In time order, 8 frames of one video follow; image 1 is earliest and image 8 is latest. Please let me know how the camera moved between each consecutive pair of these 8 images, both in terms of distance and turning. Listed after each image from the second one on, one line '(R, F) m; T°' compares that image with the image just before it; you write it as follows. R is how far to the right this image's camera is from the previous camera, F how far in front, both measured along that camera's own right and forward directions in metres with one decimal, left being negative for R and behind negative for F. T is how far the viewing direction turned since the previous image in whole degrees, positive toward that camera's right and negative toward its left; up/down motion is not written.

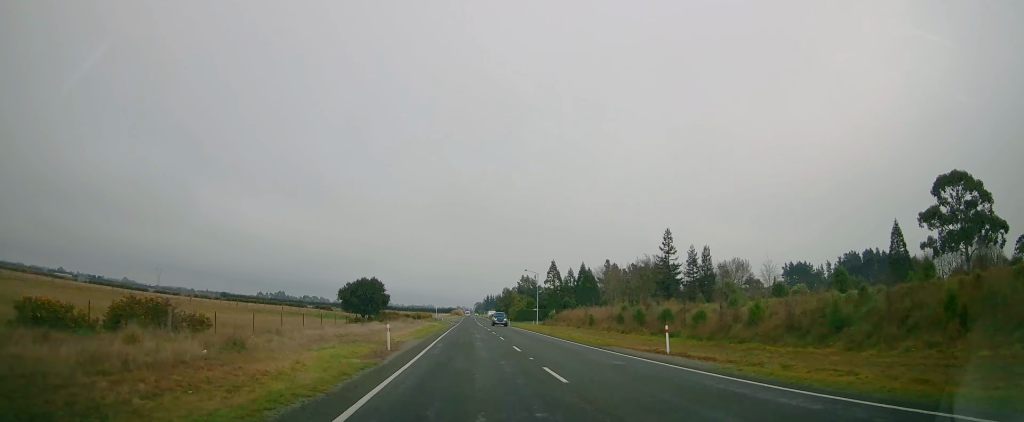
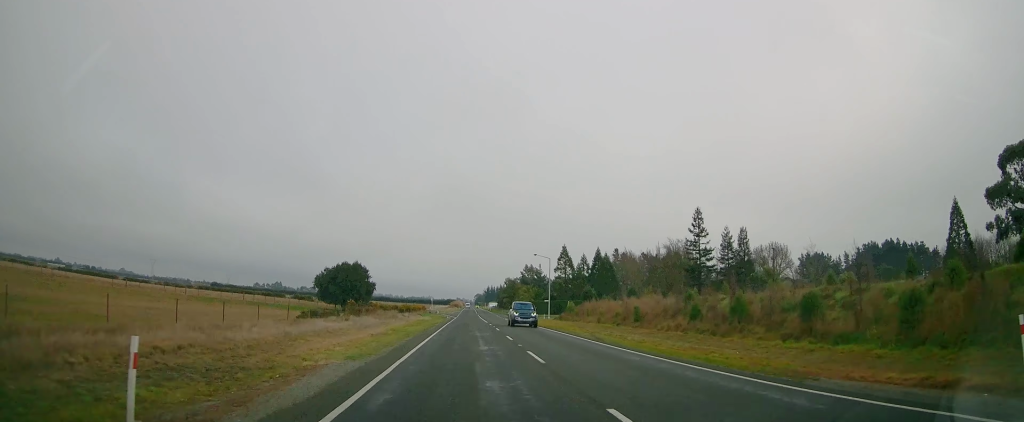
(-0.3, +17.0) m; 0°
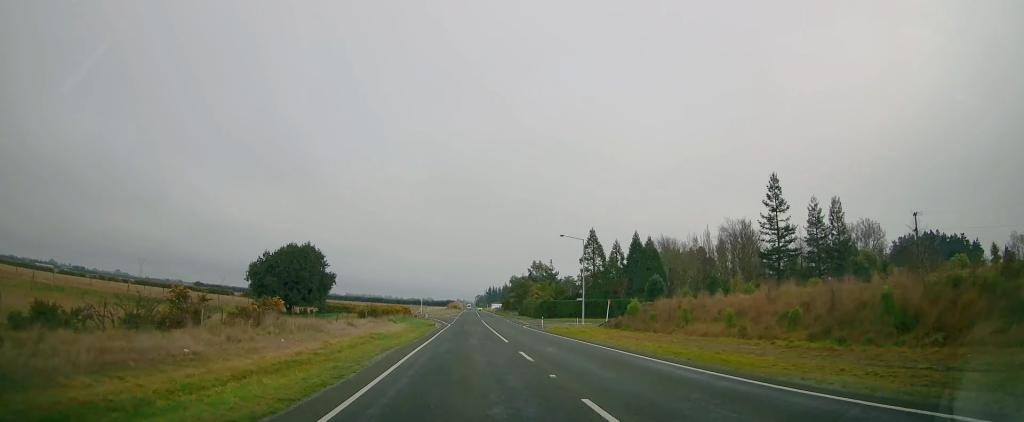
(+0.1, +28.8) m; +1°
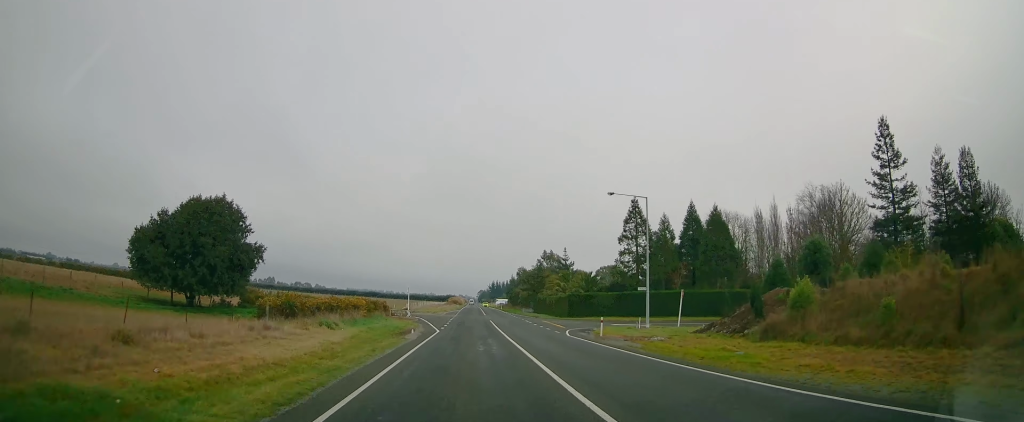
(+0.1, +24.2) m; 0°
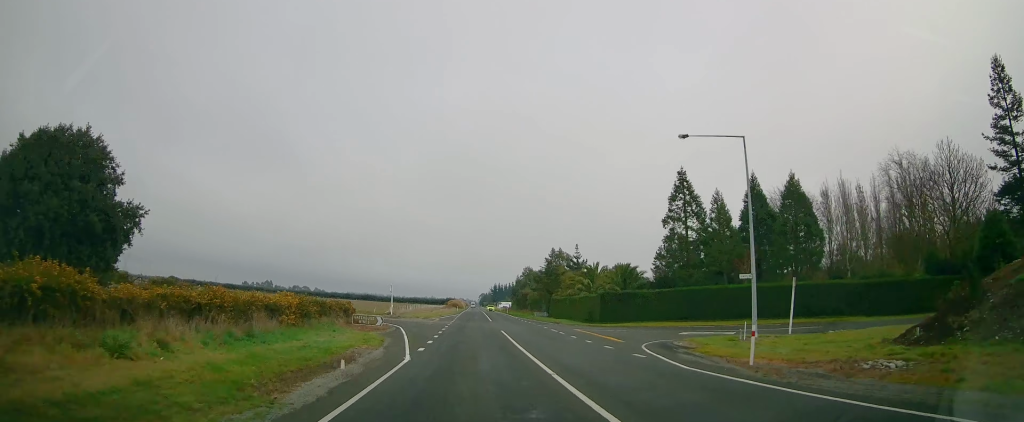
(0.0, +16.9) m; 0°
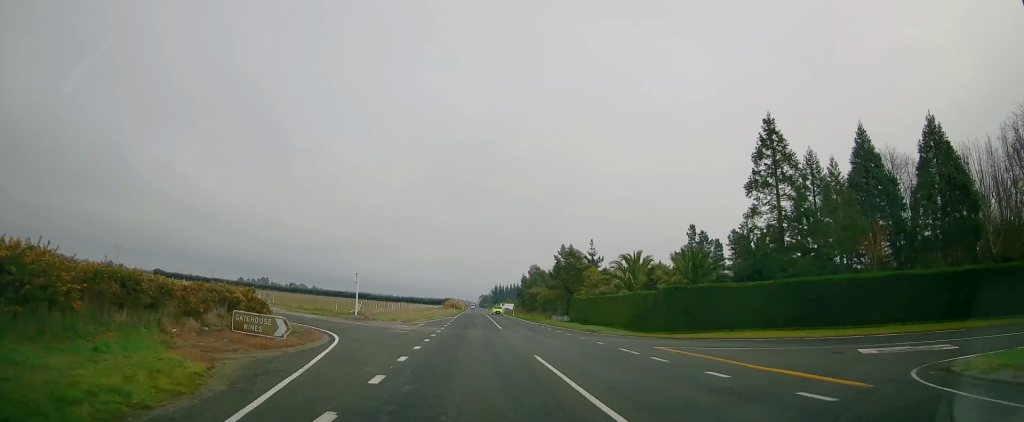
(-0.3, +17.6) m; 0°
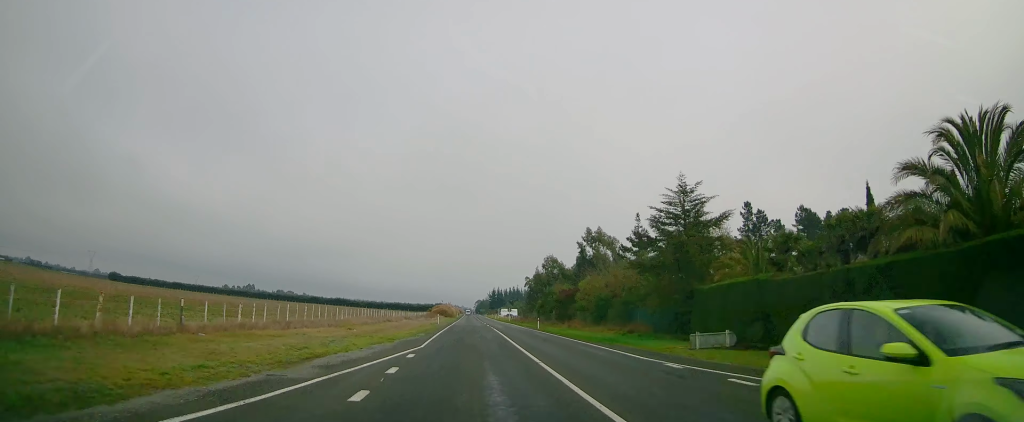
(+0.2, +40.4) m; 0°
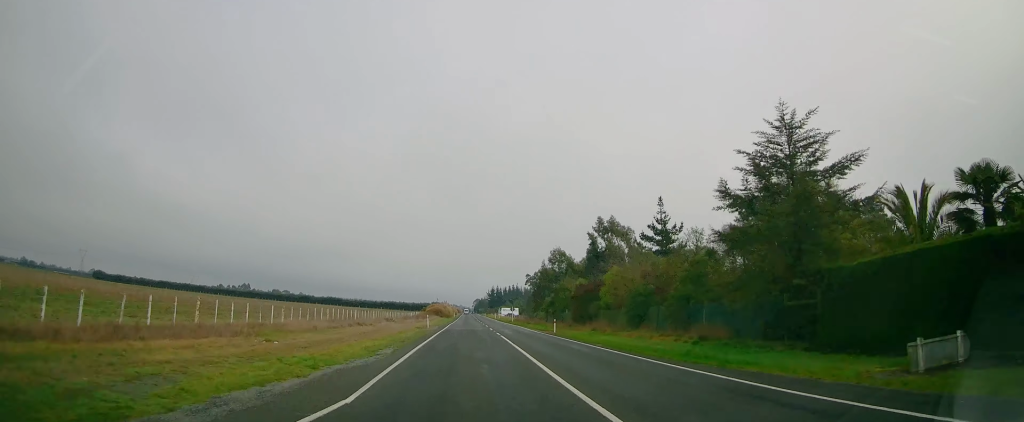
(-0.2, +12.3) m; 0°
